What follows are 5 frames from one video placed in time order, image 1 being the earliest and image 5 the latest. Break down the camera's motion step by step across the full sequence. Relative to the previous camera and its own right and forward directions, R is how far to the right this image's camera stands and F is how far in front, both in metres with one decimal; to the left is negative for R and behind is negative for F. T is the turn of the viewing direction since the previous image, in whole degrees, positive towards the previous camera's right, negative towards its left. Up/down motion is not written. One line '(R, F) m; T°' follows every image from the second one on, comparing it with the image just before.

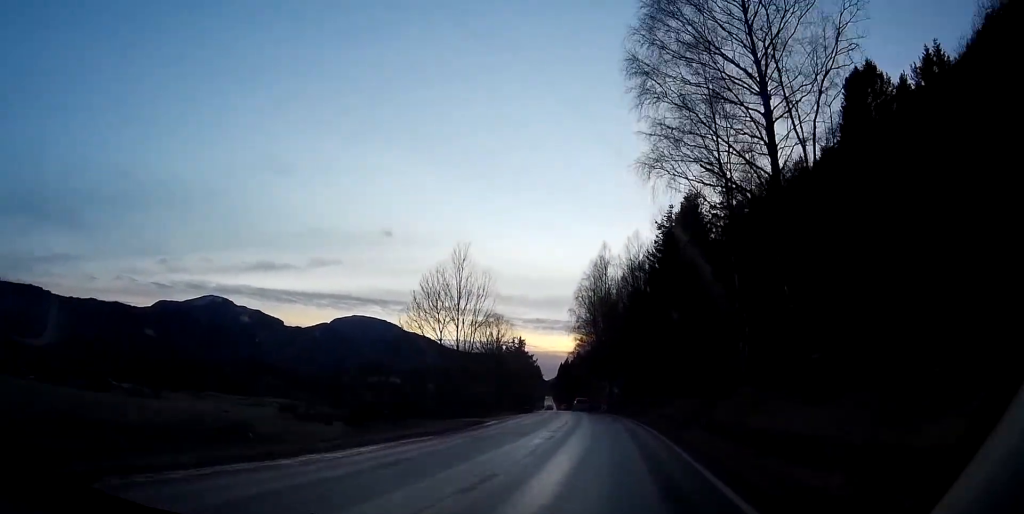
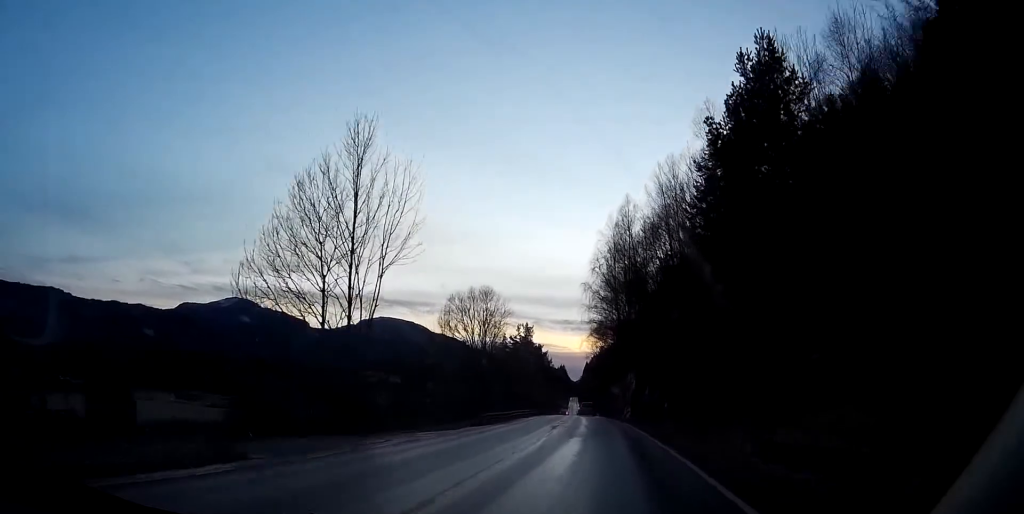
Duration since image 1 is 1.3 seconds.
(-0.9, +27.3) m; -4°
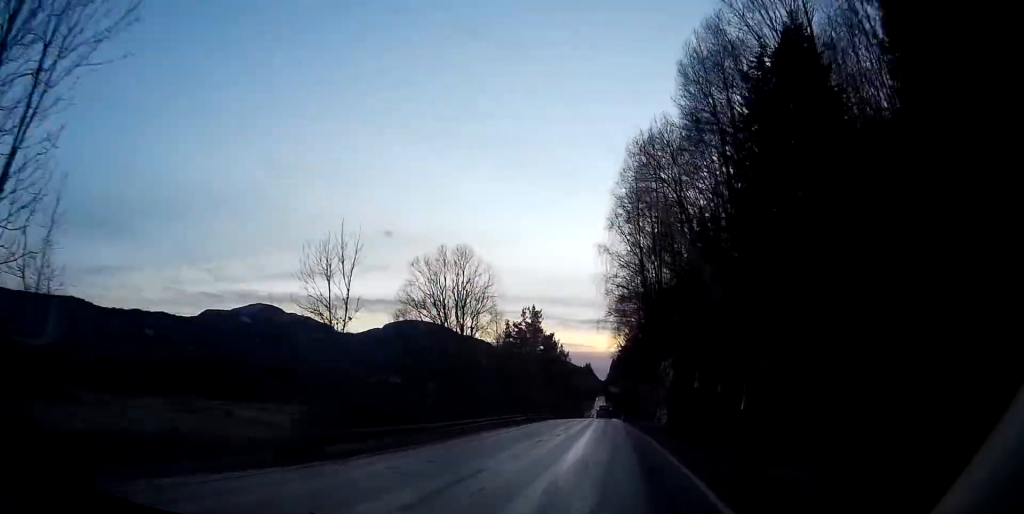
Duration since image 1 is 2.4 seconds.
(-0.7, +22.3) m; -3°
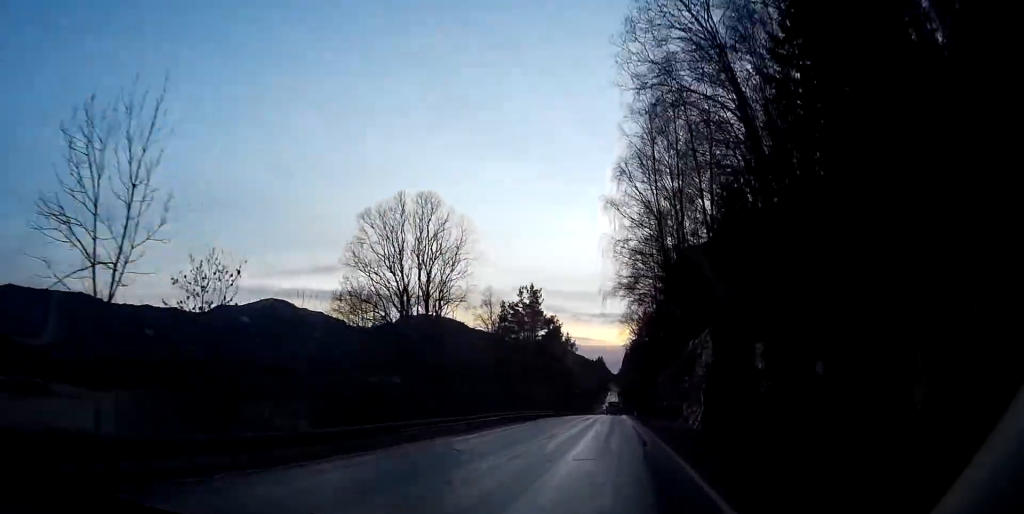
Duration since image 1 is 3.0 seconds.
(-0.2, +14.0) m; -2°
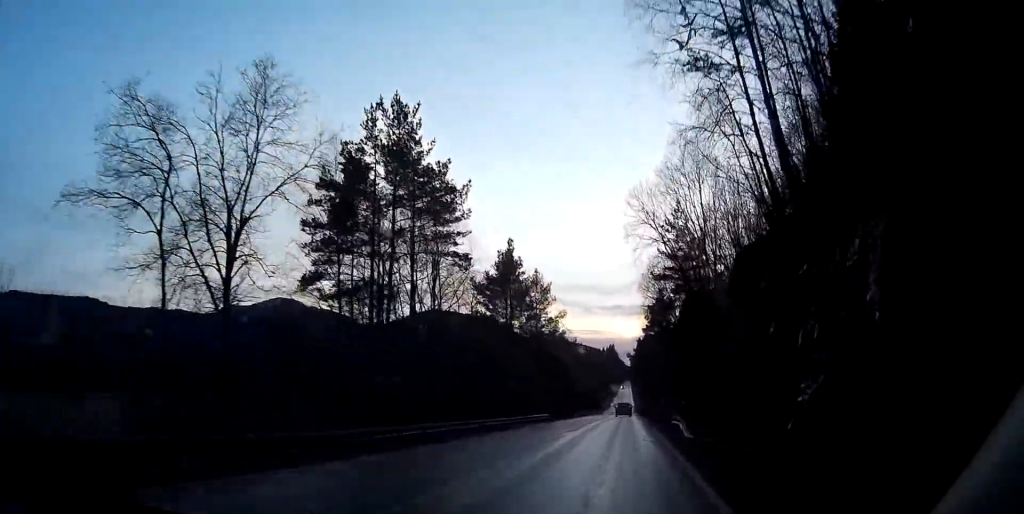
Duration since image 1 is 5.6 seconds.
(-1.3, +54.0) m; -2°
